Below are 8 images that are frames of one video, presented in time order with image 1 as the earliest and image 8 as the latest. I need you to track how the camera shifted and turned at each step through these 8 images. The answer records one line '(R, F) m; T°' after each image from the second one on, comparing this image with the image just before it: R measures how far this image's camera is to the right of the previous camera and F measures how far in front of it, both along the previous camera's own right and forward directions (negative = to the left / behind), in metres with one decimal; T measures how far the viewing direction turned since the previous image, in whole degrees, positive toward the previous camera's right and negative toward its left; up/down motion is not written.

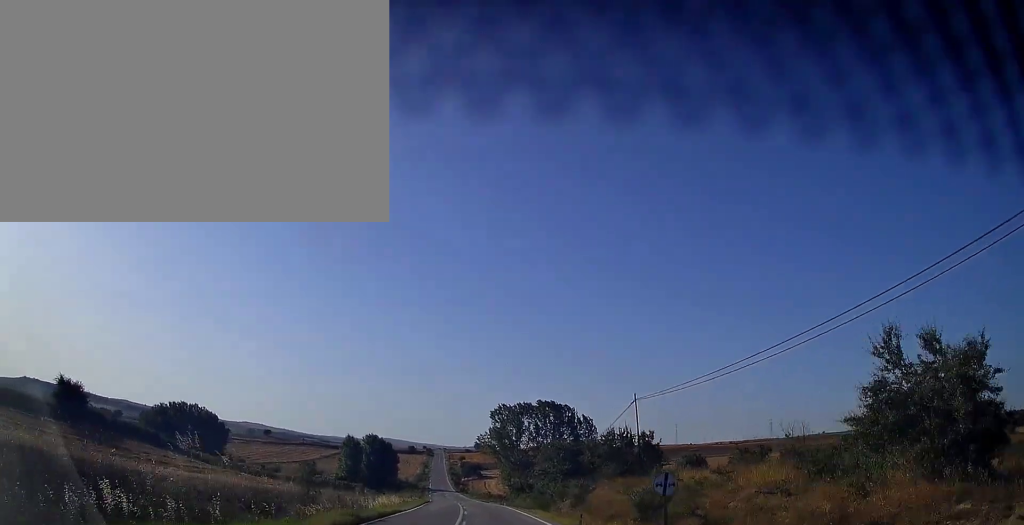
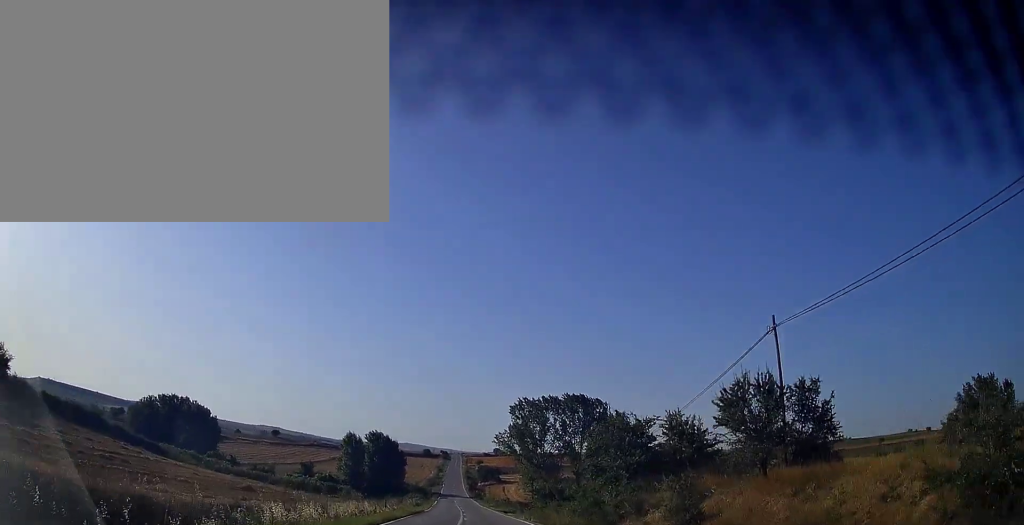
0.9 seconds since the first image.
(-0.2, +20.3) m; -1°
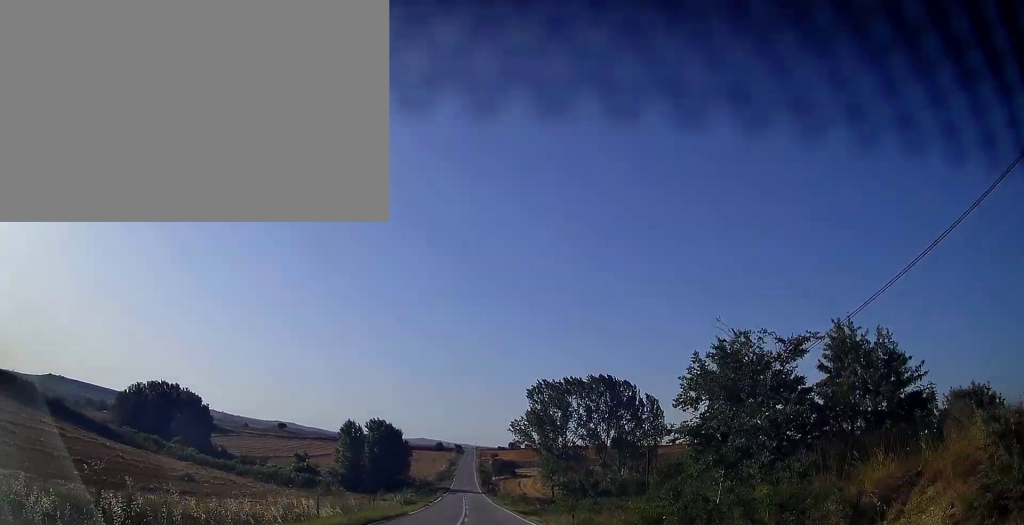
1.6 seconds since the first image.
(-0.1, +15.9) m; -1°
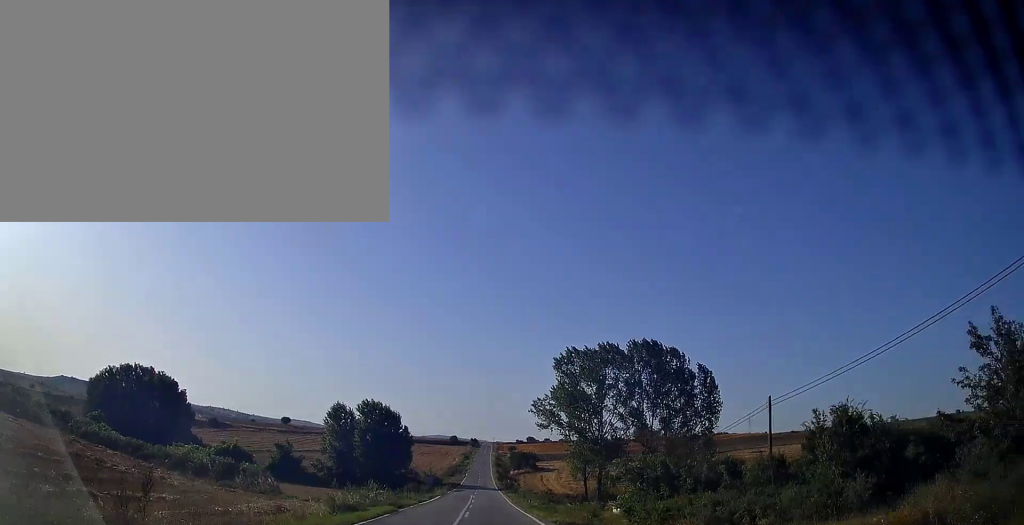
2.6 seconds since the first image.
(-0.5, +23.9) m; -2°
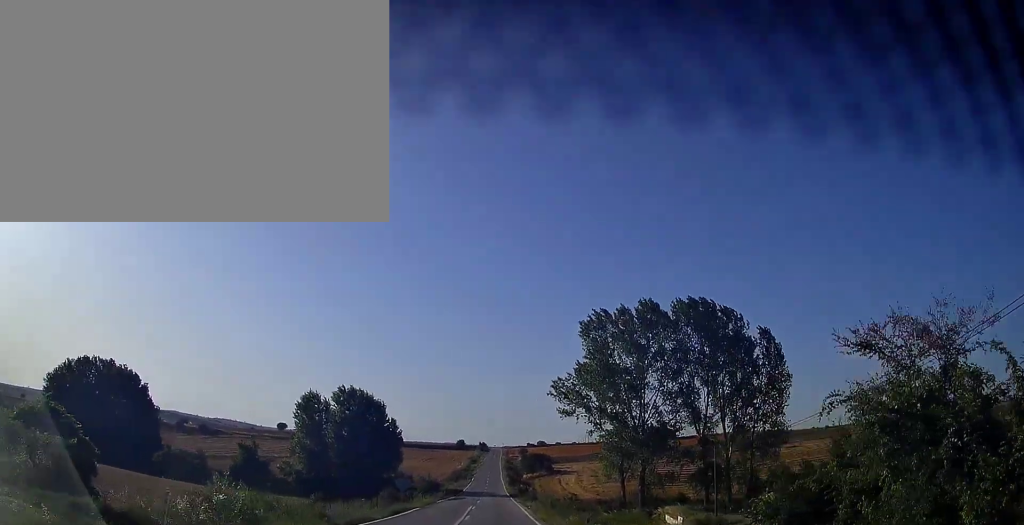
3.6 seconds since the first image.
(-0.2, +22.9) m; -1°
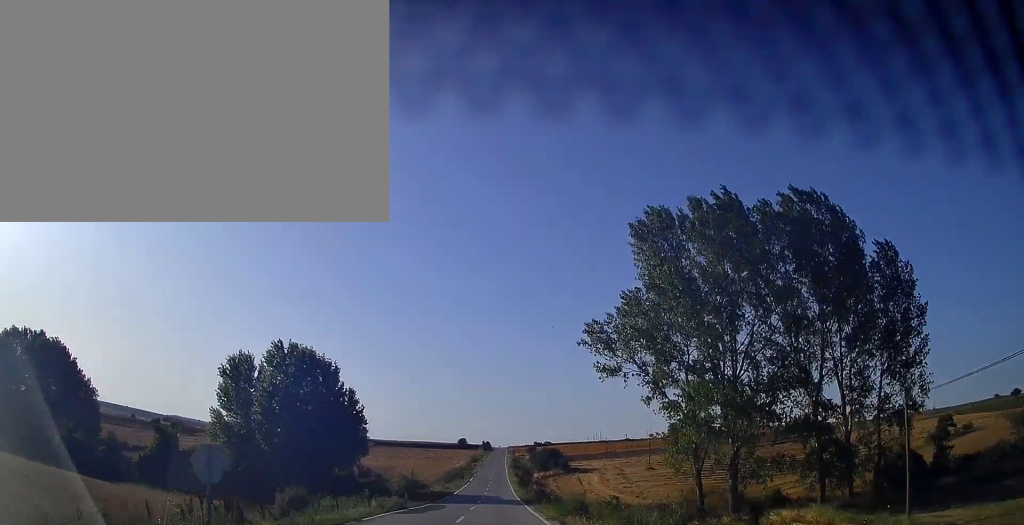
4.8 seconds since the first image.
(-0.2, +28.3) m; -1°
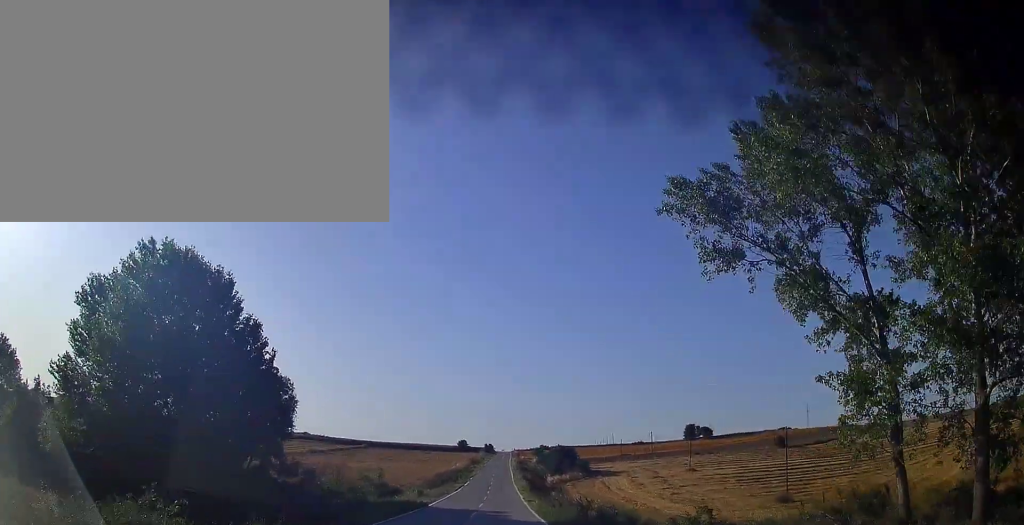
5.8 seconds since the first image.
(-0.2, +26.5) m; -1°
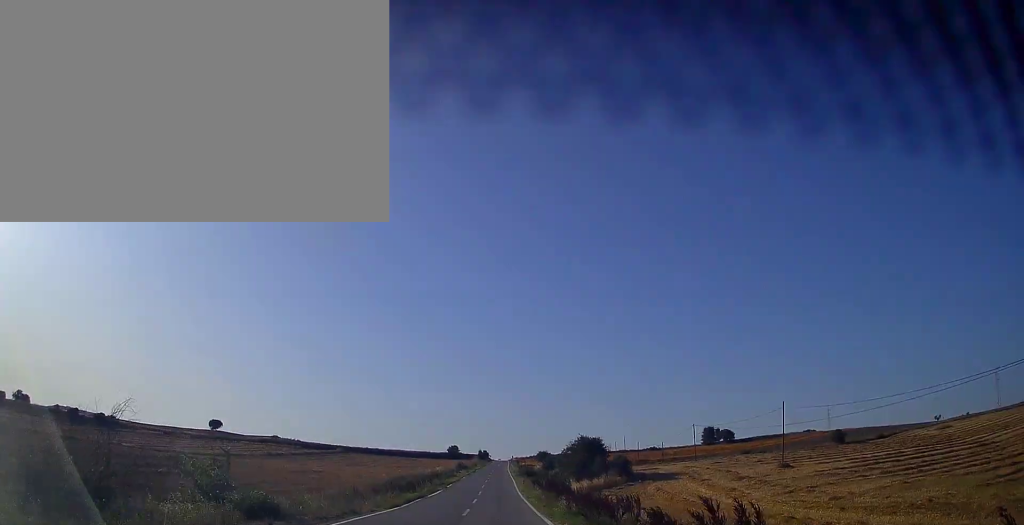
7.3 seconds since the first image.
(-0.1, +37.3) m; 0°
